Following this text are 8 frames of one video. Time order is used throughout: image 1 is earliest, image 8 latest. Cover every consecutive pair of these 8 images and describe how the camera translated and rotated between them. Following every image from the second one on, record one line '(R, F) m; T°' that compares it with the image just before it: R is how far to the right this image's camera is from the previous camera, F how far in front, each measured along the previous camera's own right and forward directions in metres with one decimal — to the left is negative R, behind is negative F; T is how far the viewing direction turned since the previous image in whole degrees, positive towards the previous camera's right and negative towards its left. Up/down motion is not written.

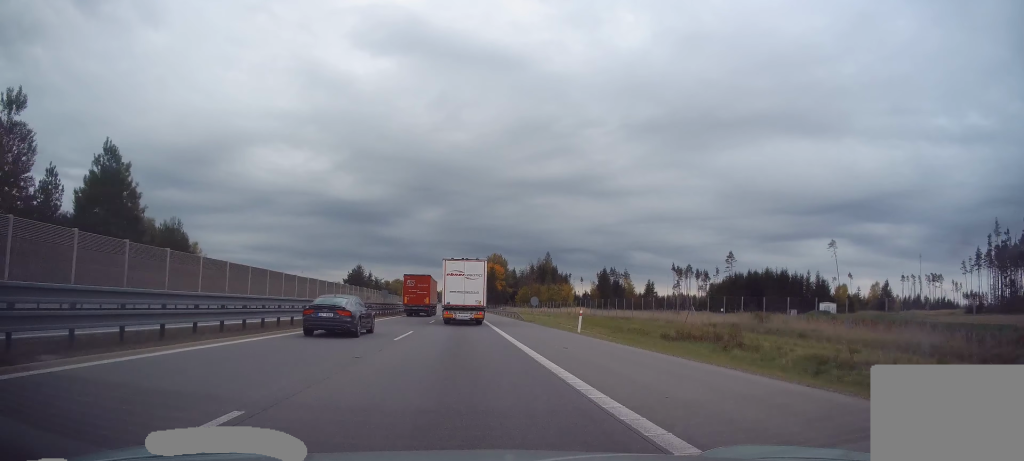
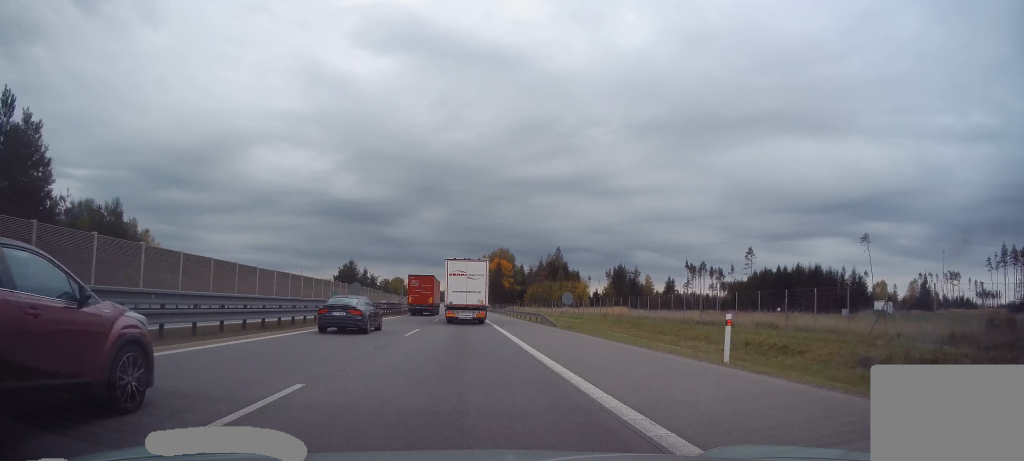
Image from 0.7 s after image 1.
(-0.2, +15.8) m; 0°
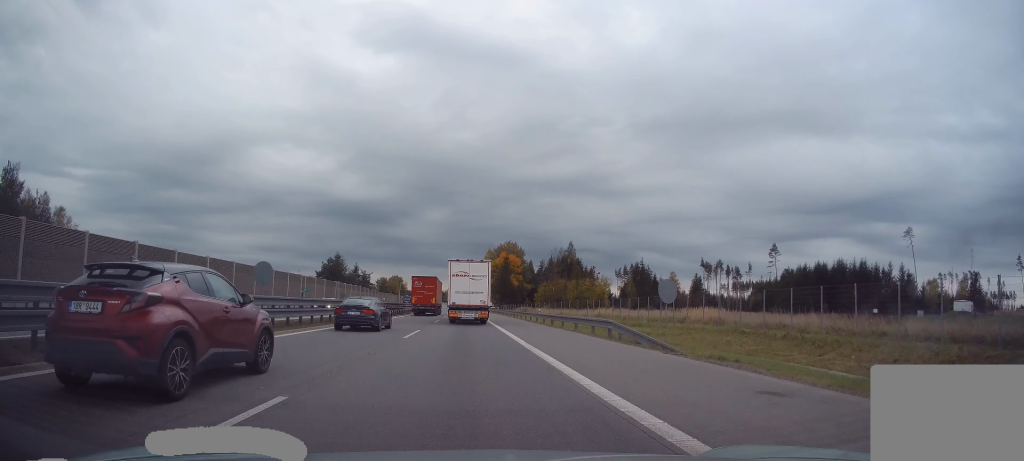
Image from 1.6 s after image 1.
(+0.2, +19.4) m; 0°
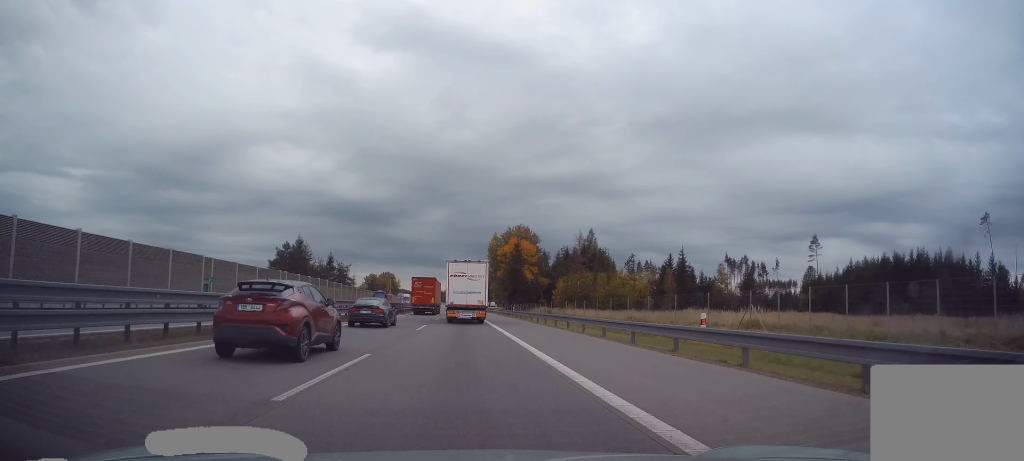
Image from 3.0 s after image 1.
(-0.5, +30.3) m; -2°
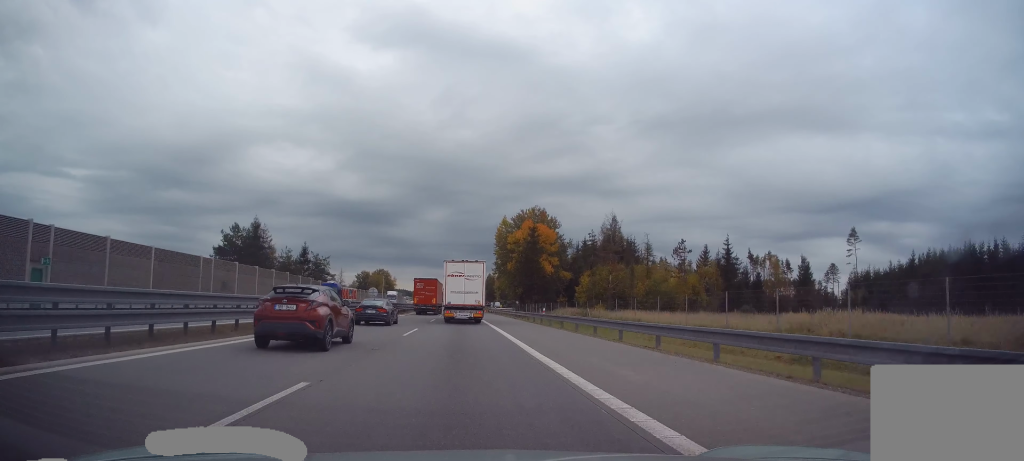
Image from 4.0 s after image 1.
(0.0, +22.7) m; +1°
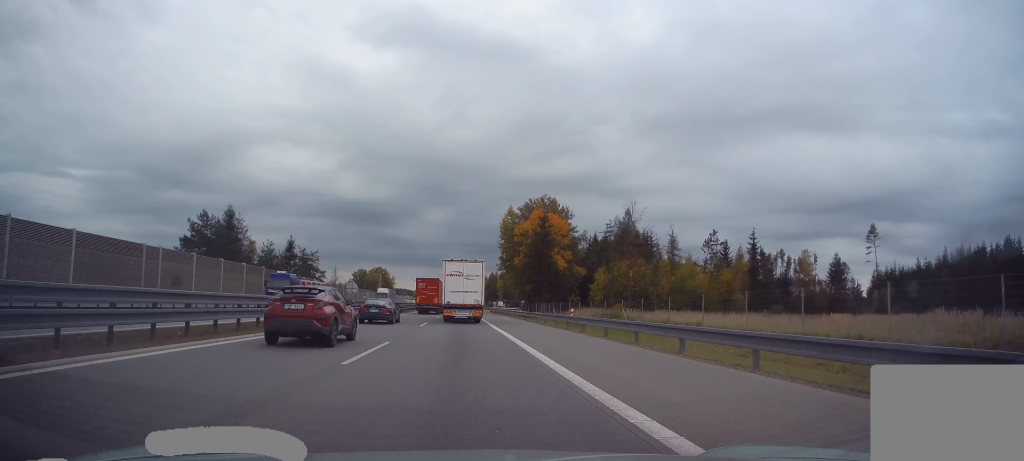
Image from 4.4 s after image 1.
(+0.2, +10.0) m; 0°
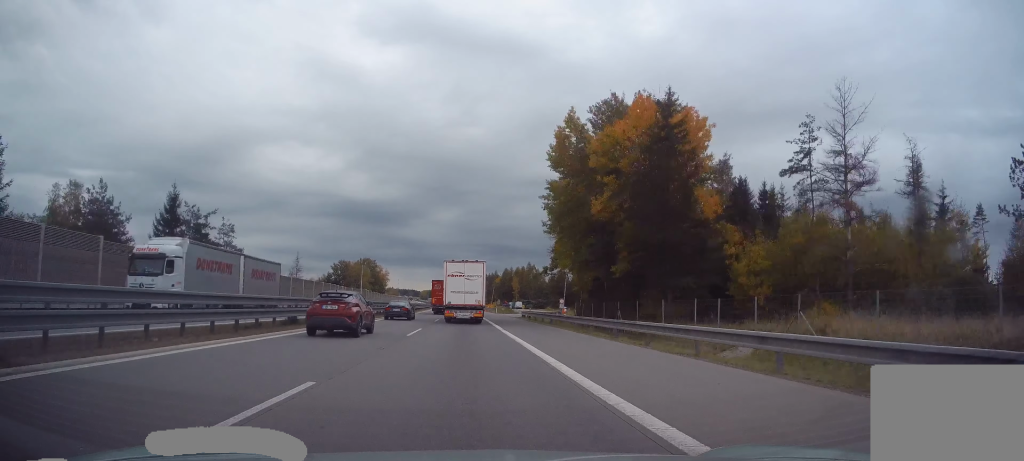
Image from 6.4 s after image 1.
(-0.8, +44.1) m; -1°
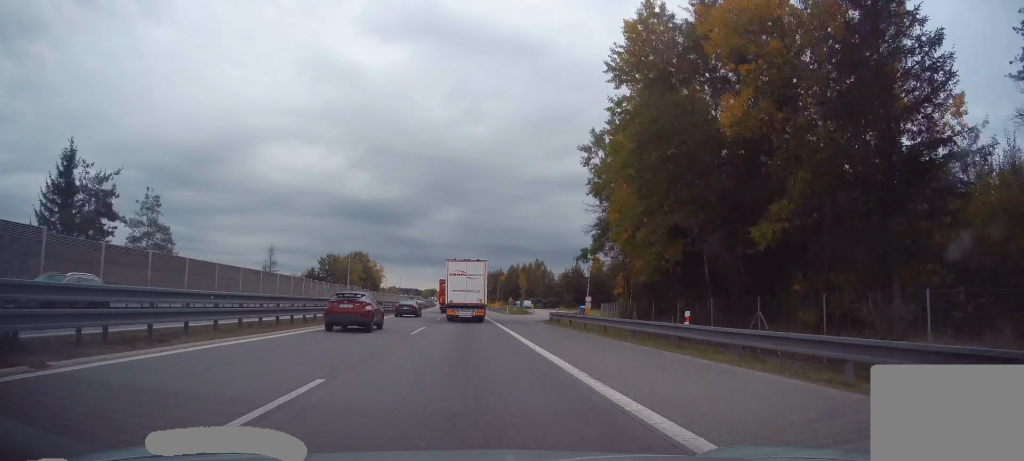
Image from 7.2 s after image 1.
(+0.2, +17.9) m; +1°
